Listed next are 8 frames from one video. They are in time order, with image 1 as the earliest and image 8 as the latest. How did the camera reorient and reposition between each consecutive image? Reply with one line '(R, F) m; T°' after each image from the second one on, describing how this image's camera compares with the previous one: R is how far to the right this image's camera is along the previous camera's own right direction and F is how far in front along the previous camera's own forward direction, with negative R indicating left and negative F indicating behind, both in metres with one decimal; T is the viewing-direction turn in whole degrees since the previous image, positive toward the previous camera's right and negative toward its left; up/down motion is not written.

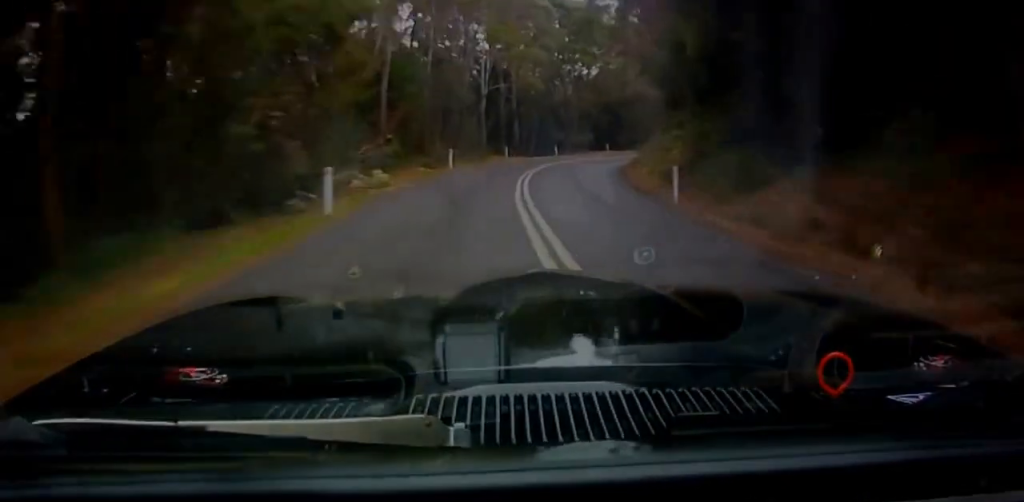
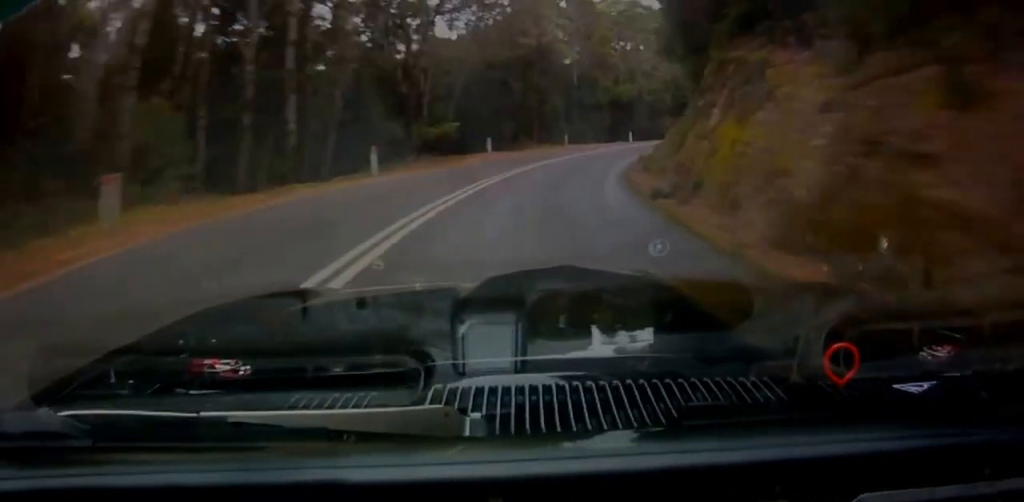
(-3.0, +30.7) m; +1°
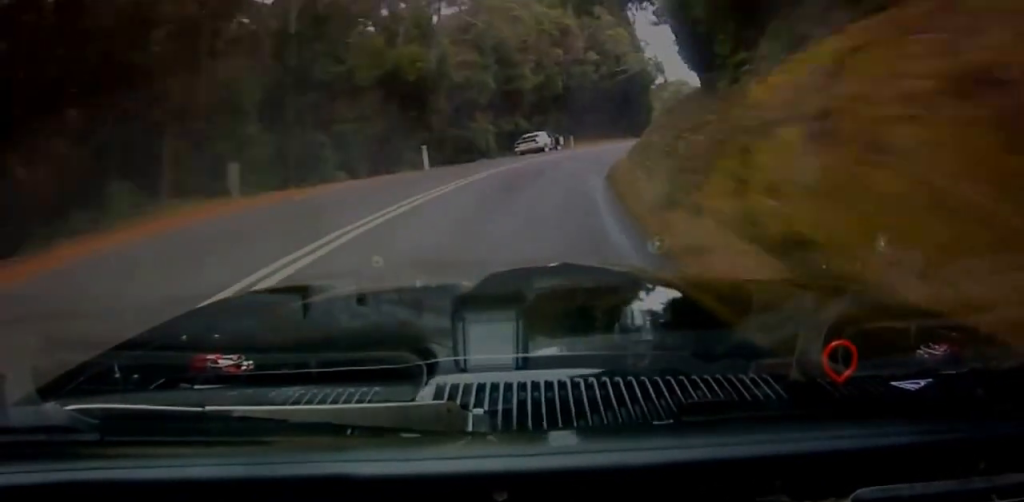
(+3.3, +28.3) m; +20°
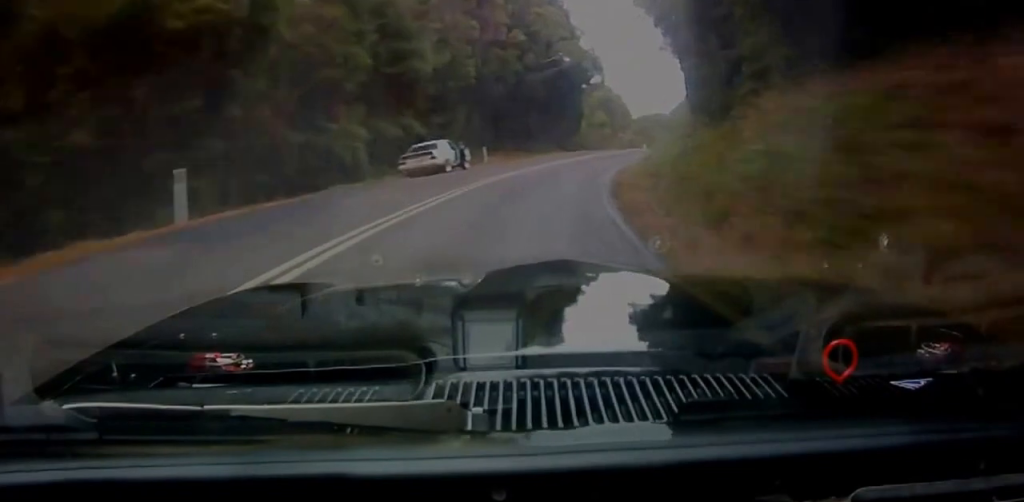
(+1.2, +12.8) m; +11°
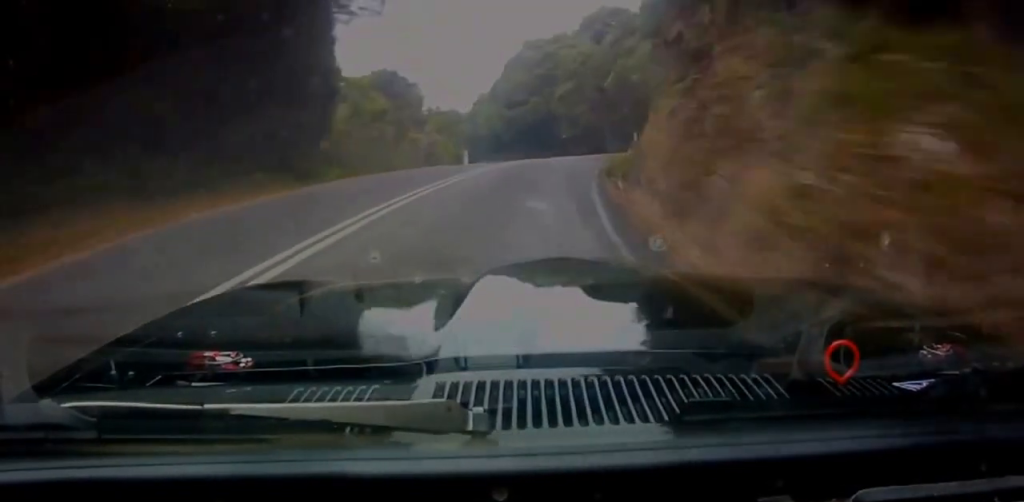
(+6.5, +28.5) m; +18°
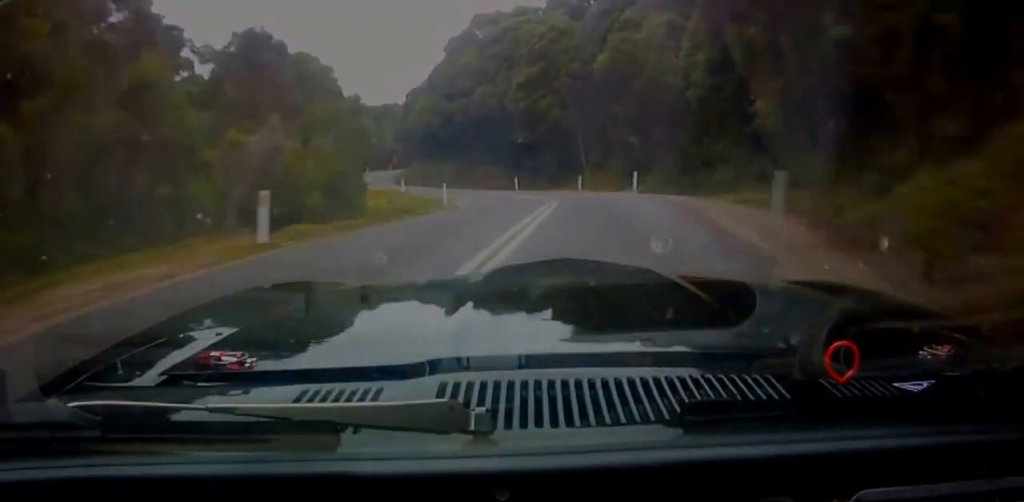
(+1.0, +19.6) m; +5°
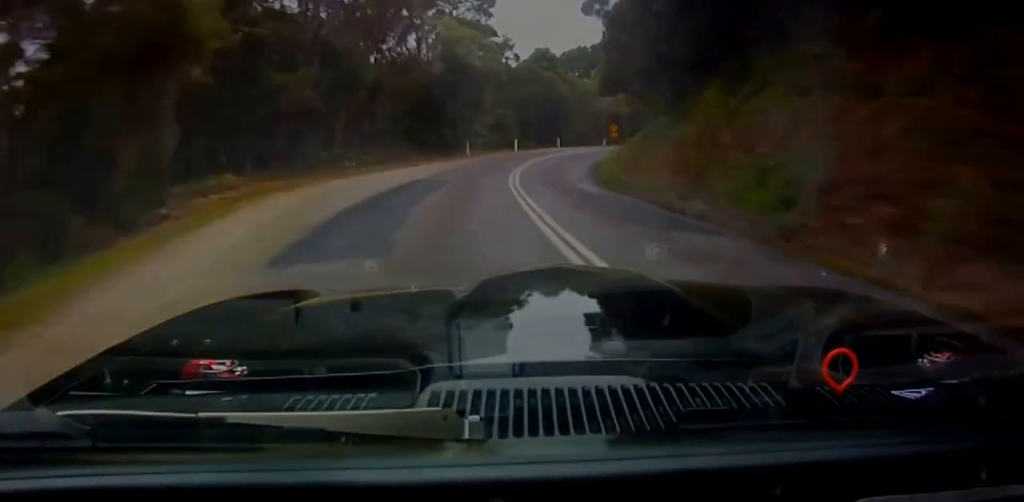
(-0.4, +56.7) m; 0°
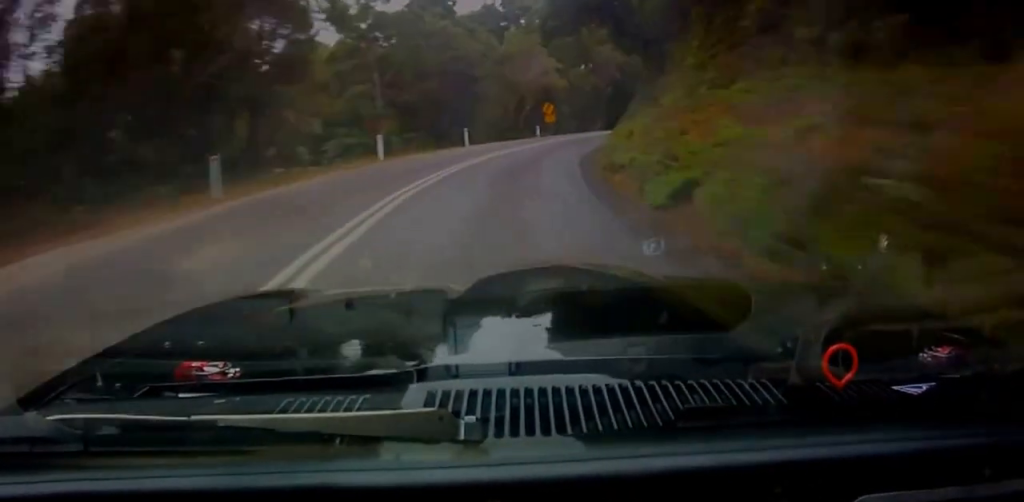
(+1.3, +27.3) m; +6°
